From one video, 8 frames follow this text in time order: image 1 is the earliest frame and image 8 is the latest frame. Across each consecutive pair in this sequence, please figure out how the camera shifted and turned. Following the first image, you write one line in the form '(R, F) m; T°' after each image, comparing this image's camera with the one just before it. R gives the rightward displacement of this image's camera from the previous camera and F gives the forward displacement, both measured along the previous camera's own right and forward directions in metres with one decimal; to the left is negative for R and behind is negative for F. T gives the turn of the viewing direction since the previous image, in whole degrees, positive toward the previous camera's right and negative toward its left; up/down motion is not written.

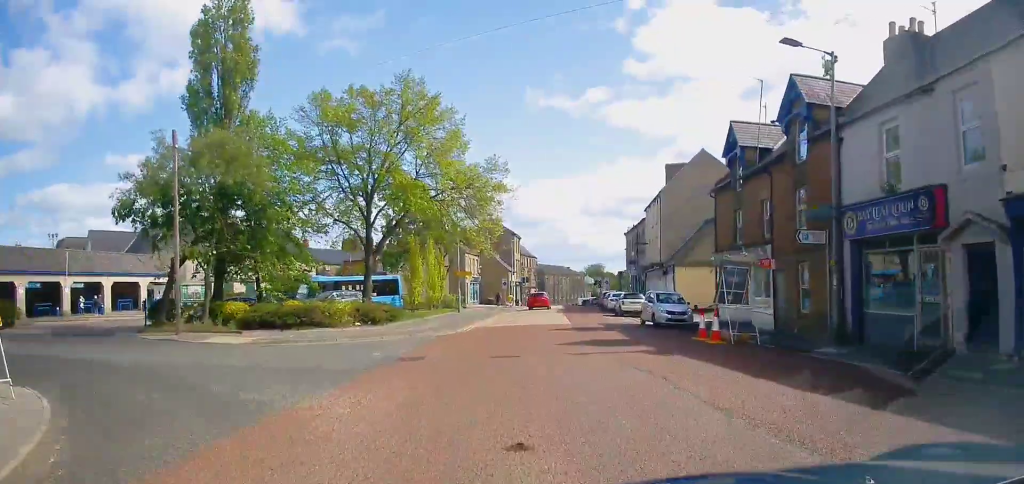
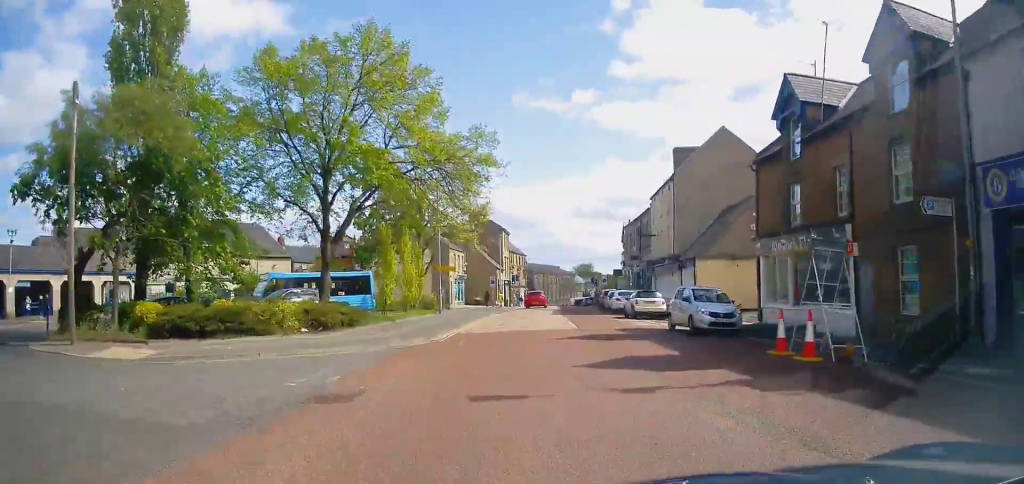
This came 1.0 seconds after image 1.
(-0.2, +6.1) m; -5°
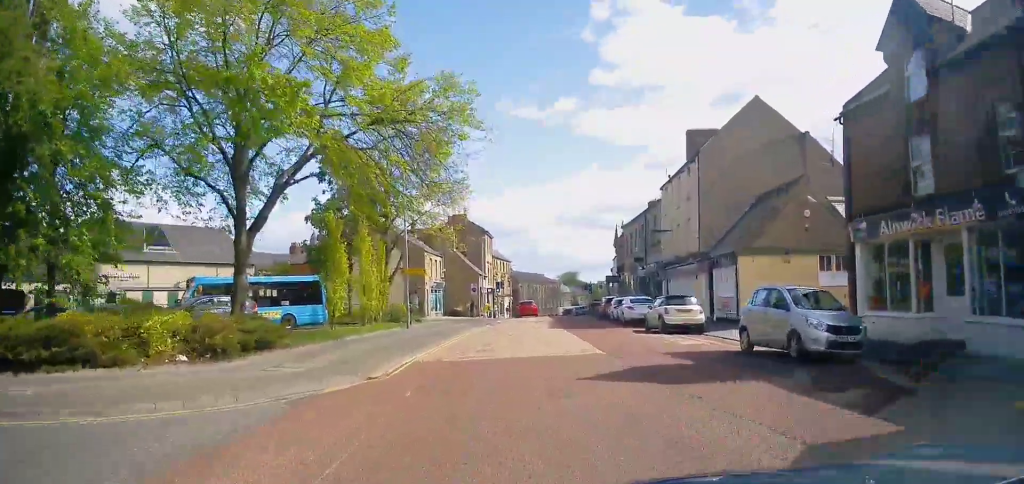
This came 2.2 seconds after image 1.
(-0.1, +7.6) m; +5°
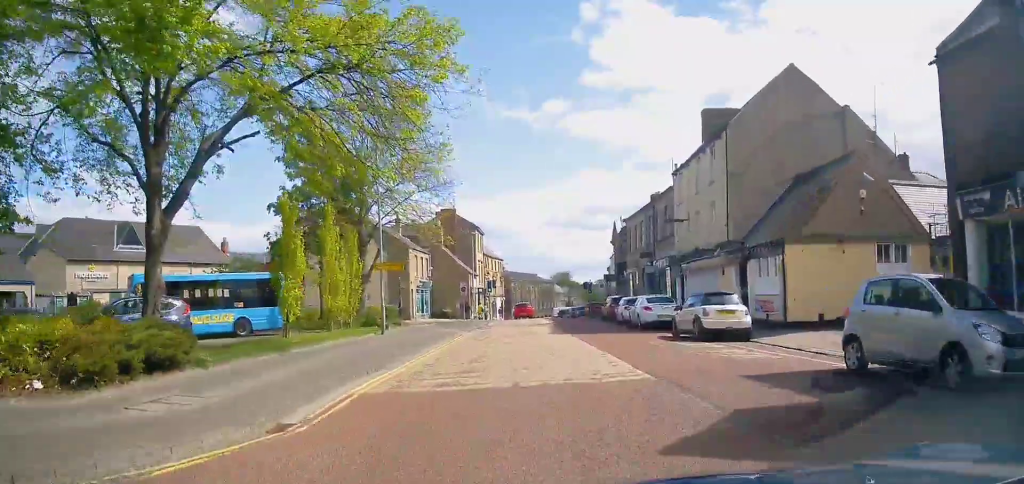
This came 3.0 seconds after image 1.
(+0.6, +4.5) m; +3°
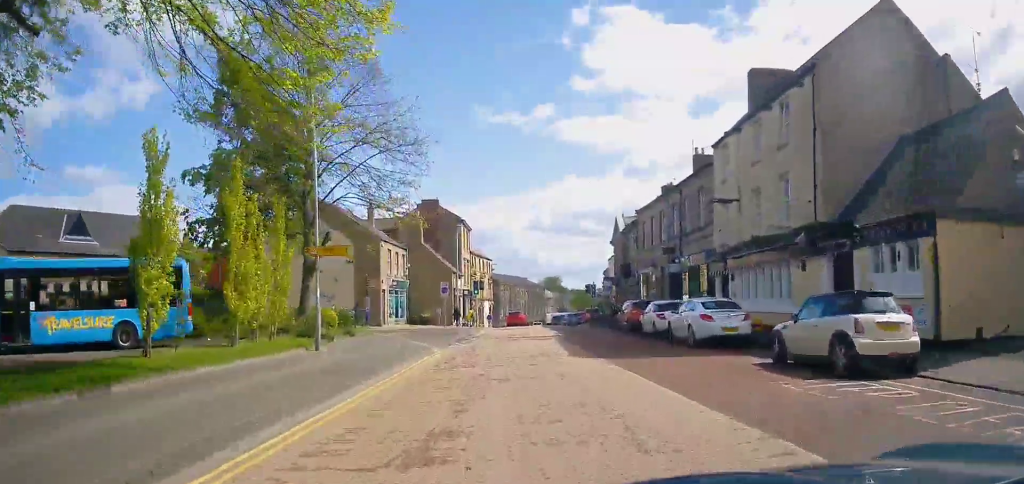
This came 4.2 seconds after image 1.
(-0.5, +8.0) m; -2°
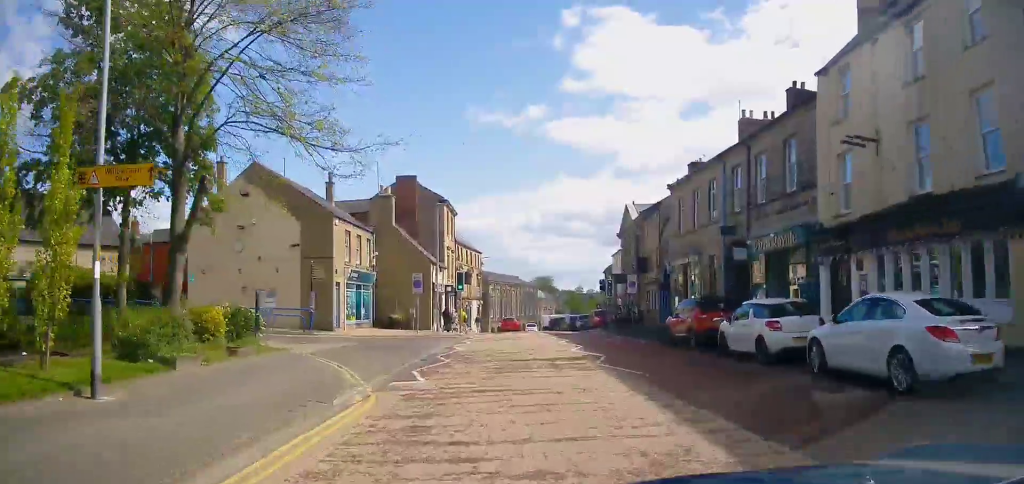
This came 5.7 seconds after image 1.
(+0.3, +9.8) m; +1°
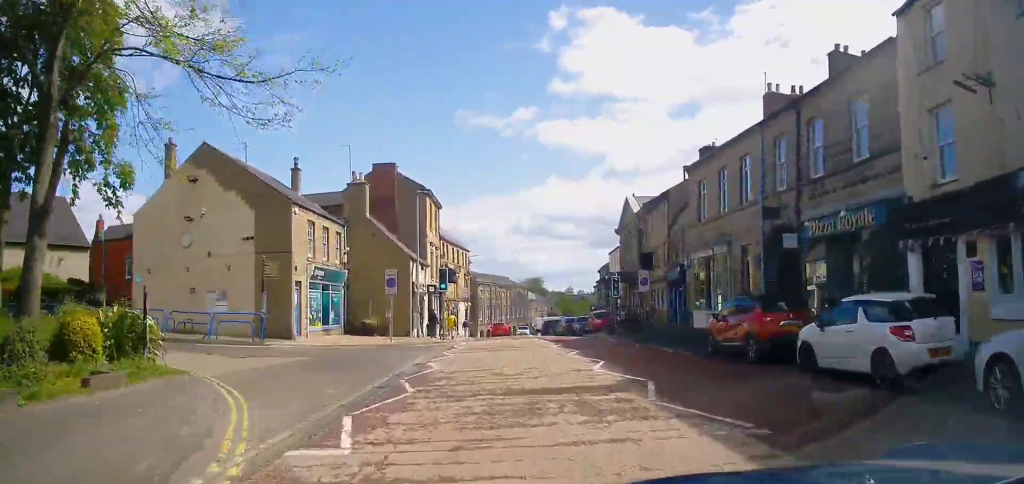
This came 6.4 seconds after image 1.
(-0.1, +4.9) m; -2°
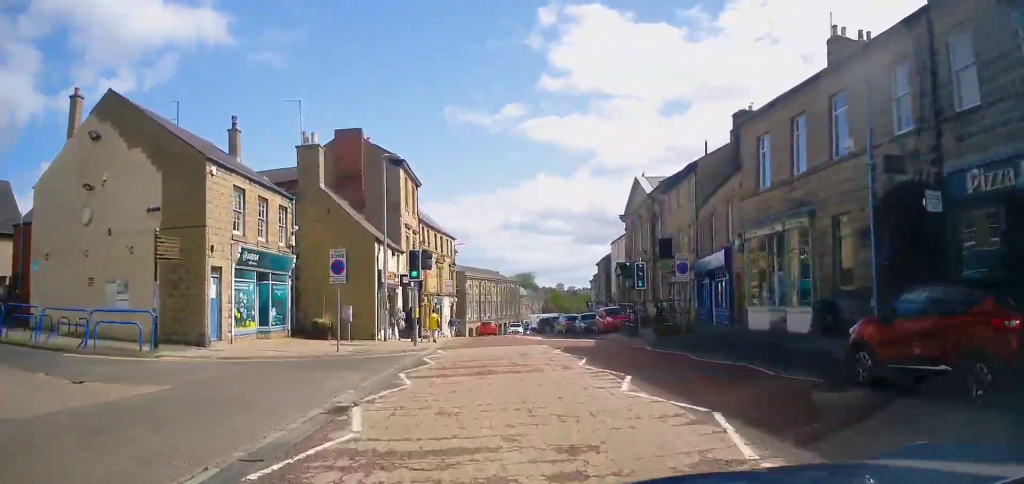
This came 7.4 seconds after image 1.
(-0.2, +7.0) m; 0°
